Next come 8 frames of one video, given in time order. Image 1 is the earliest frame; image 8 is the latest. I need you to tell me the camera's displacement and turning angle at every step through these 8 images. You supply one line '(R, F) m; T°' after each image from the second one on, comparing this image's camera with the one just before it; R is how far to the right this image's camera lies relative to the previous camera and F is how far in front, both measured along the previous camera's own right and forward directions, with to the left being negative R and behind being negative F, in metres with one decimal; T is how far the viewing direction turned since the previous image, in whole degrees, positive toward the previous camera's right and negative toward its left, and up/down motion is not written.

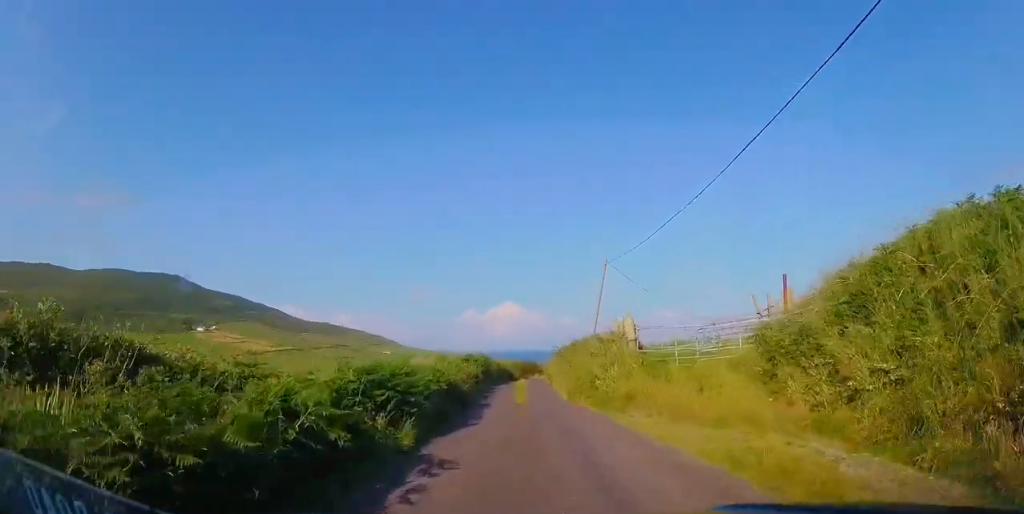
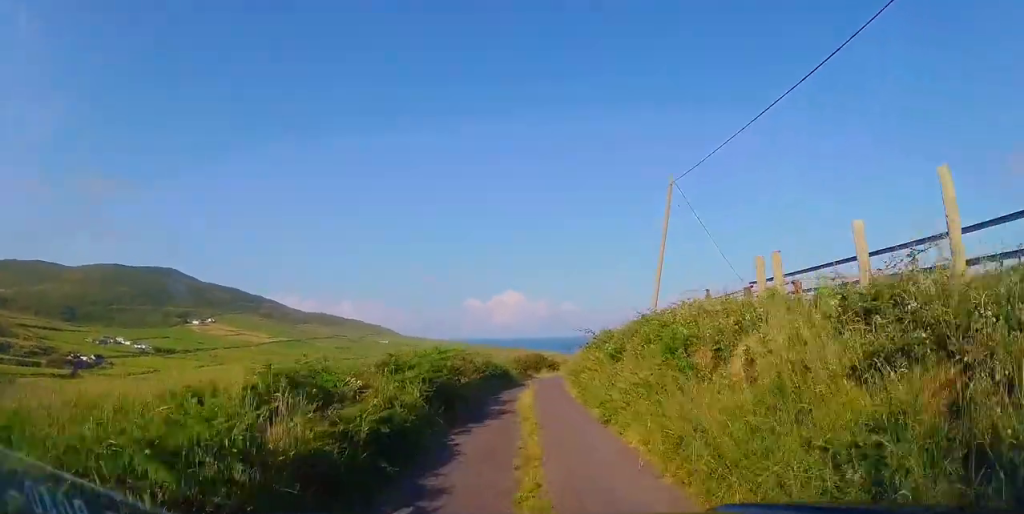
(-0.5, +14.1) m; -2°
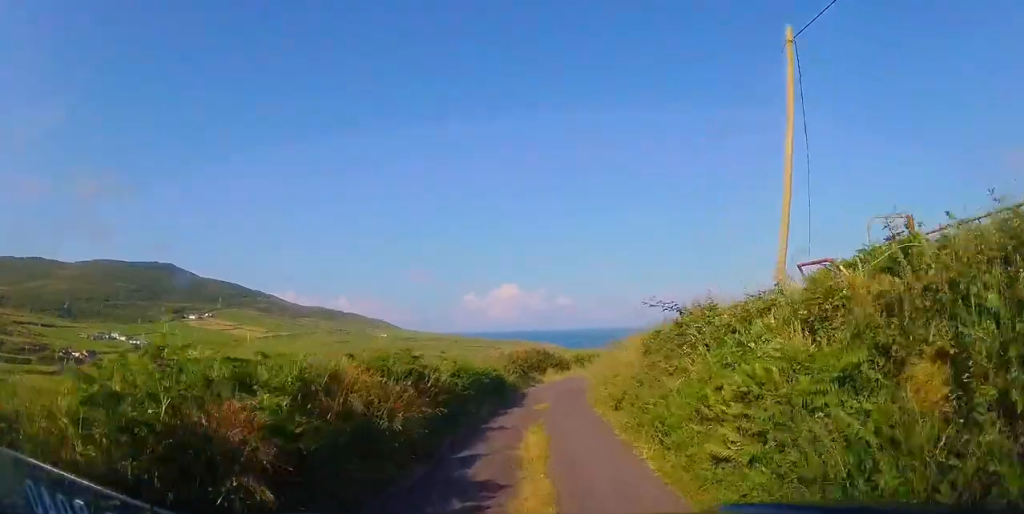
(+0.2, +8.7) m; +4°
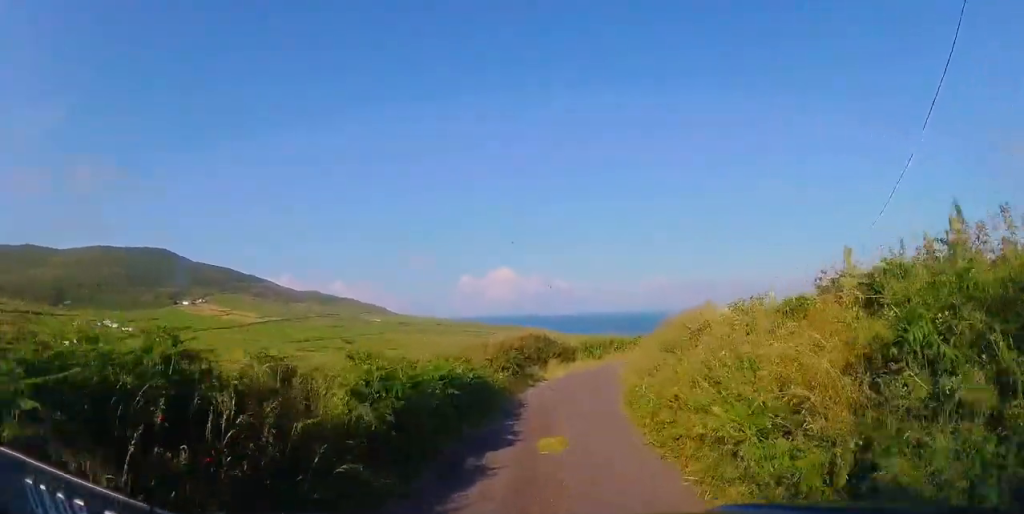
(+0.2, +6.3) m; +3°
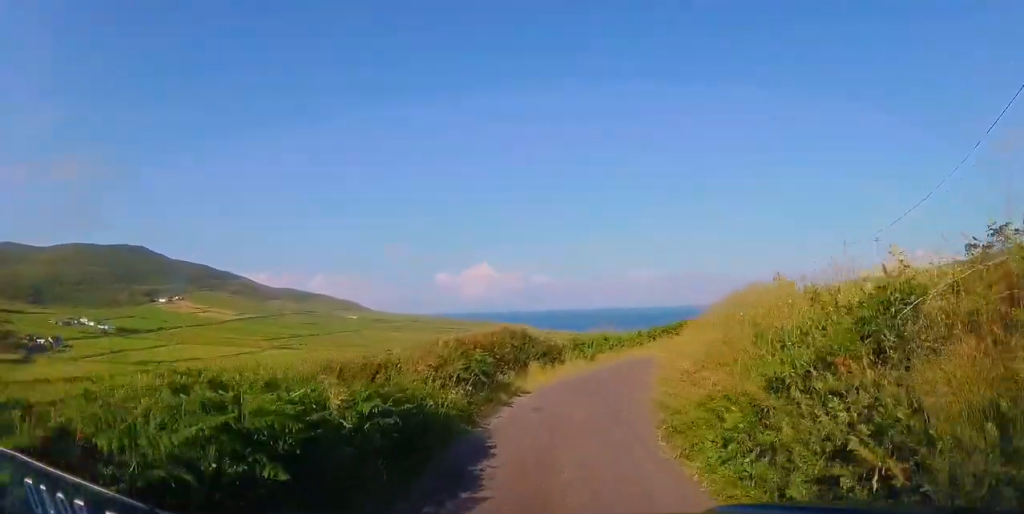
(0.0, +5.7) m; +3°
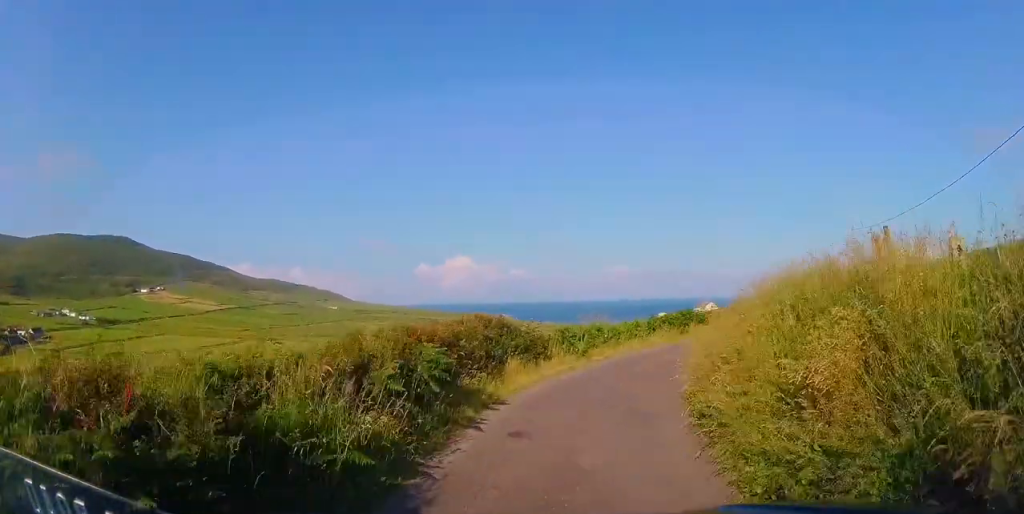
(+0.2, +3.7) m; +2°
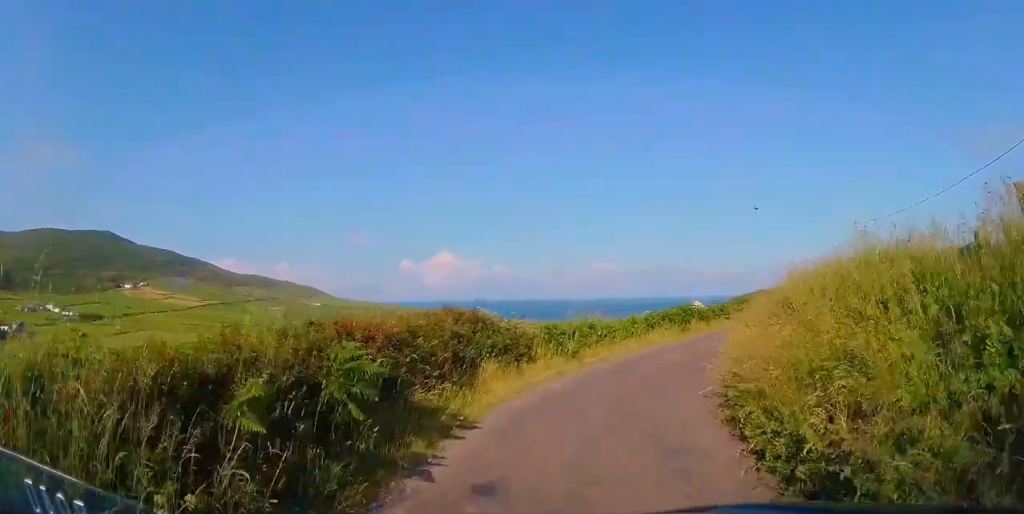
(0.0, +2.8) m; +1°
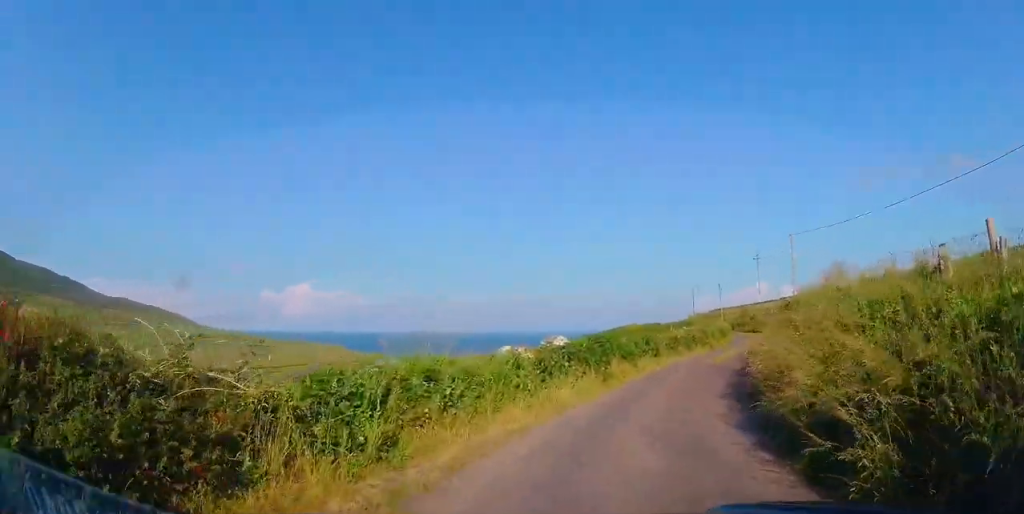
(0.0, +9.8) m; +6°
